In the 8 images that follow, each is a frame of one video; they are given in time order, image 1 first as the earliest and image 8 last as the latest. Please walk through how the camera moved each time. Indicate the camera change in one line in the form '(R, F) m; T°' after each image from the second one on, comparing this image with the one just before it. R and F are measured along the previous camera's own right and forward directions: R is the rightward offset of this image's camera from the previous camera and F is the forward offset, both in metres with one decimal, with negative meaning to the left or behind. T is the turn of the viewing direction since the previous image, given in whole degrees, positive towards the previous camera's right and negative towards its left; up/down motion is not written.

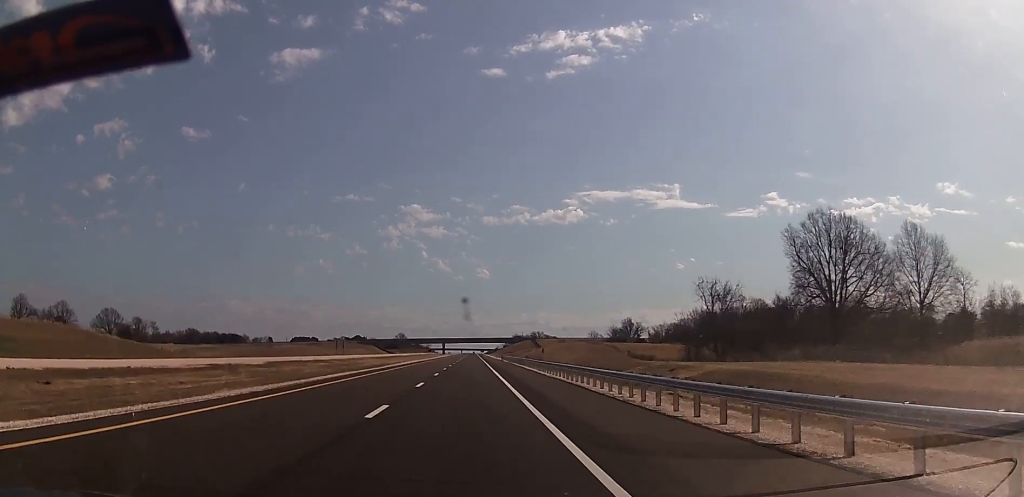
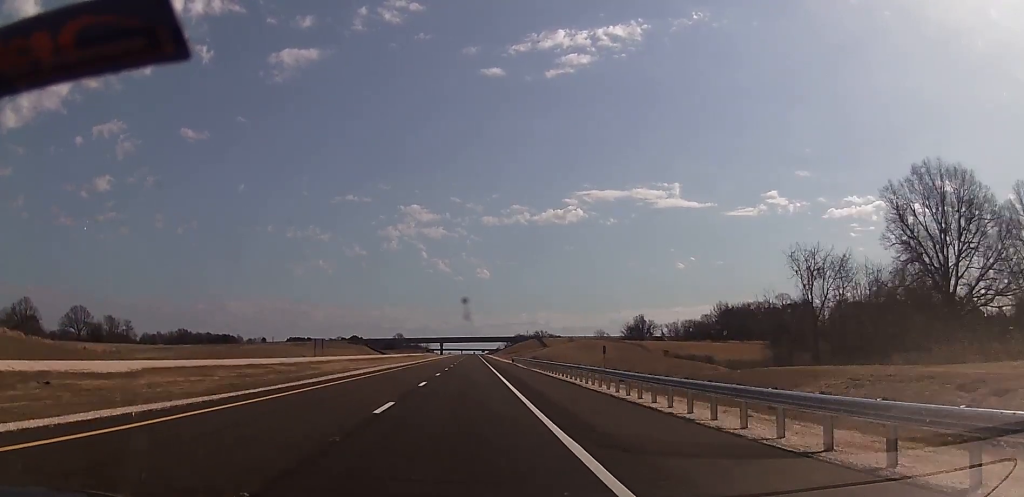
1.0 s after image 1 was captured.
(-0.1, +35.6) m; 0°
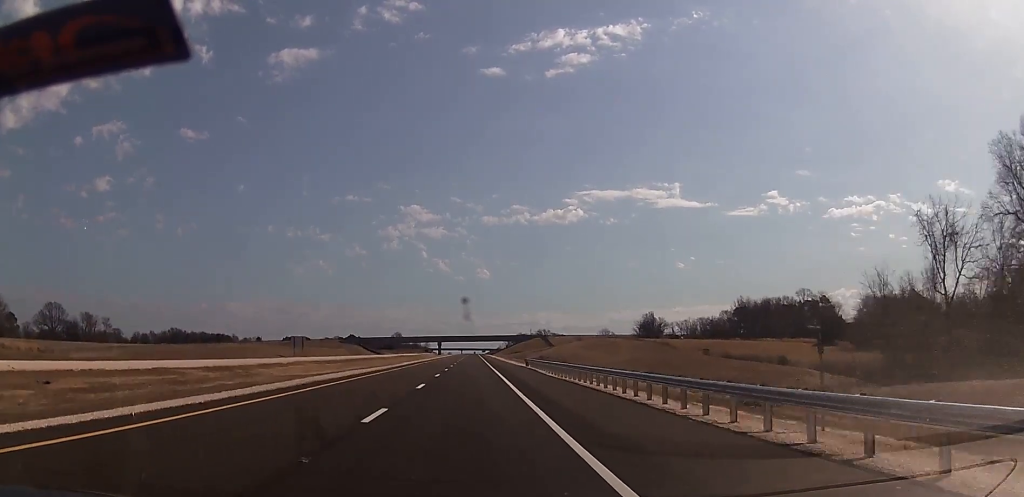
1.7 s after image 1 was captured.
(-0.2, +26.1) m; 0°
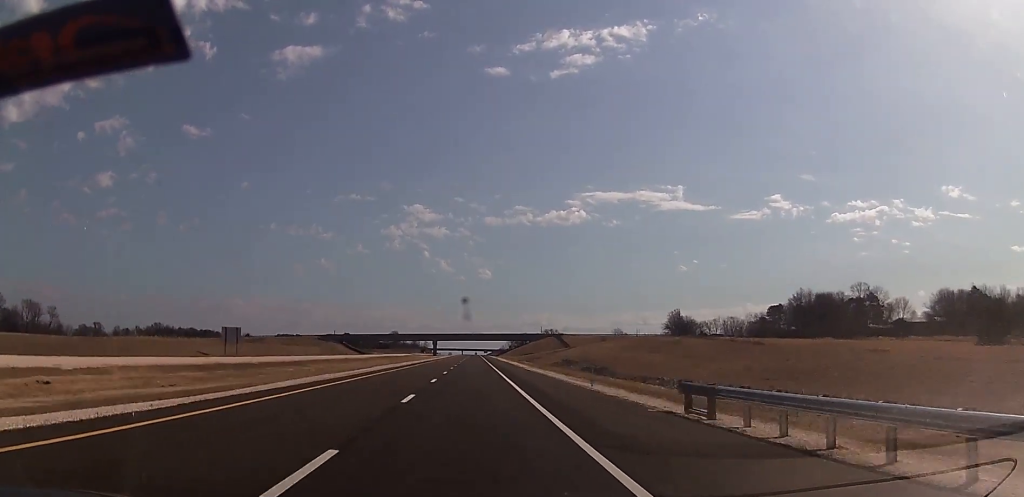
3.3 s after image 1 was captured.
(0.0, +55.4) m; 0°
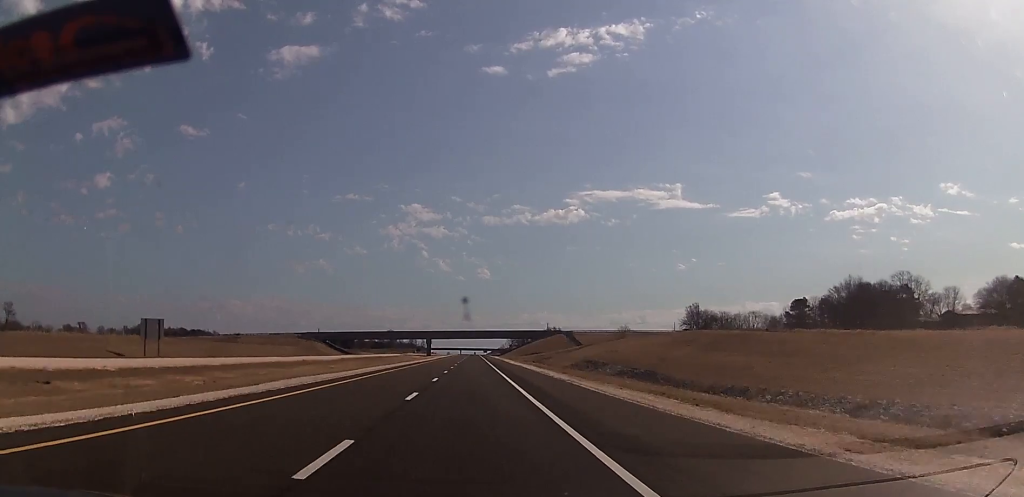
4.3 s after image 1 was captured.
(0.0, +35.5) m; 0°
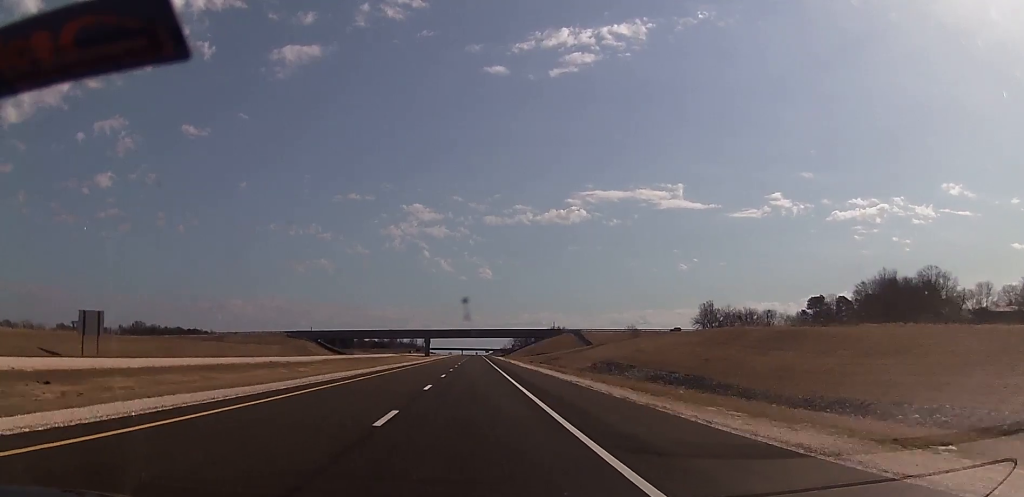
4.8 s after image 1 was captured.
(0.0, +18.9) m; 0°
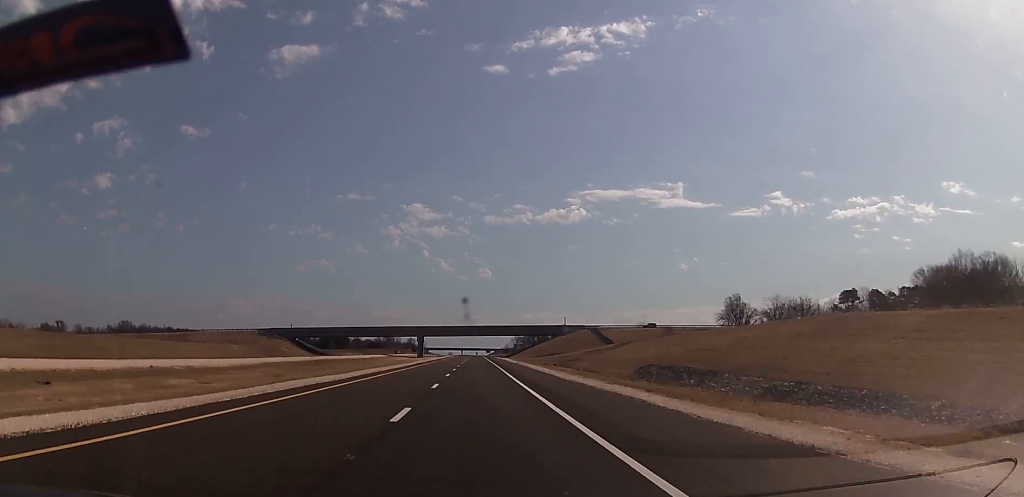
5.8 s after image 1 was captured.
(0.0, +35.5) m; 0°
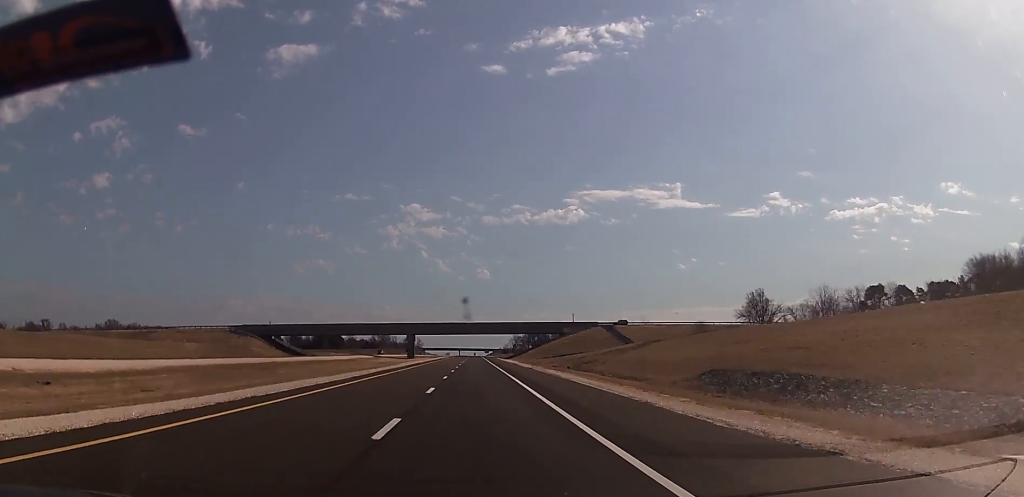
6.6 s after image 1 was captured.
(0.0, +27.1) m; 0°
